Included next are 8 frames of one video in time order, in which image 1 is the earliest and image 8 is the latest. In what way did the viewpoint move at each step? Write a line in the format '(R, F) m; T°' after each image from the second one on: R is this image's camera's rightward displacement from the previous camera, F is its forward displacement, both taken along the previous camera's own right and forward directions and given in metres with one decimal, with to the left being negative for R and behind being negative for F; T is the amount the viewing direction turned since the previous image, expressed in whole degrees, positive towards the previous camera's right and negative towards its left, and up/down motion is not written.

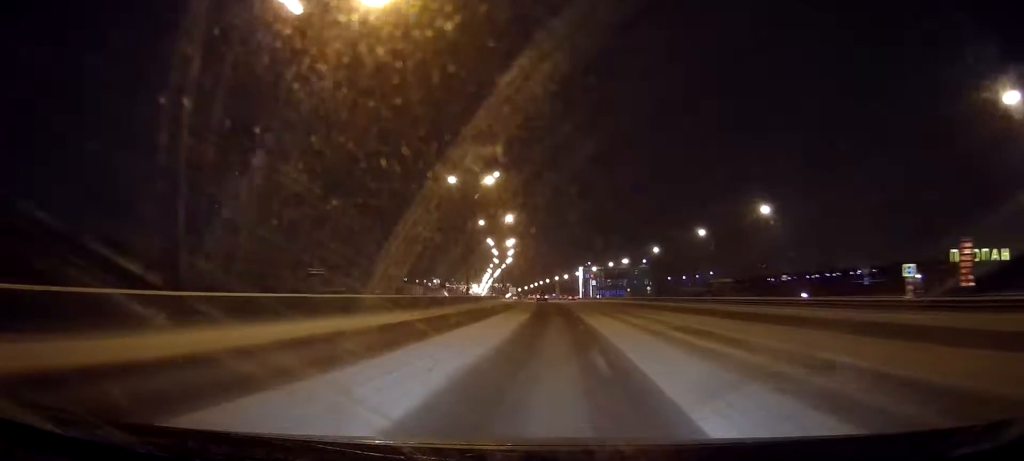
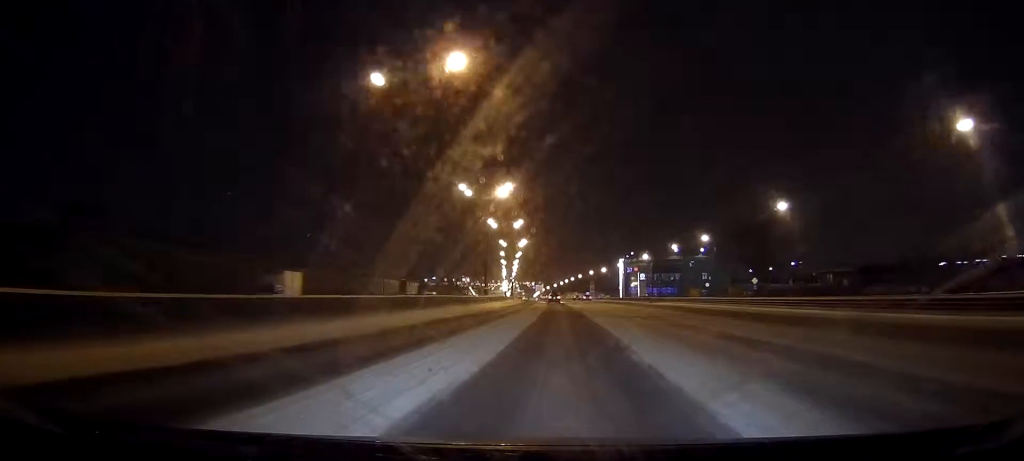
(-1.7, +71.9) m; -2°
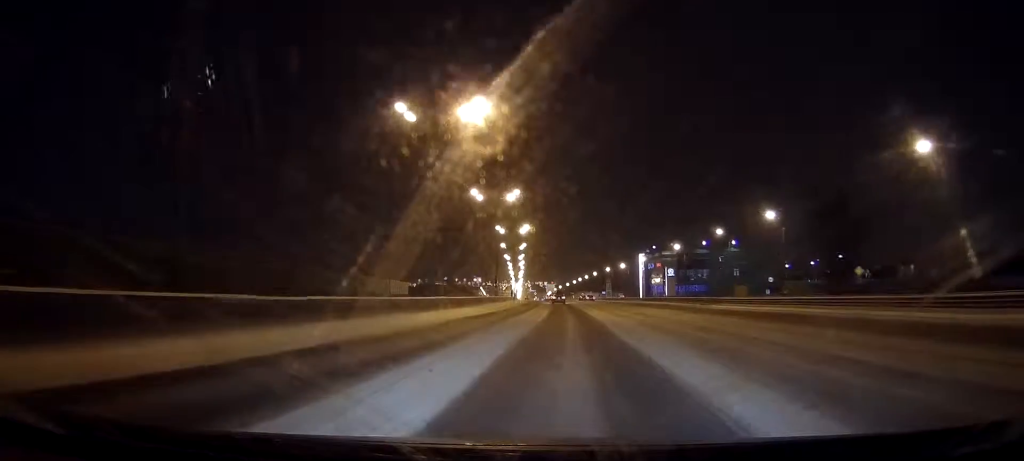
(-0.2, +32.4) m; -1°
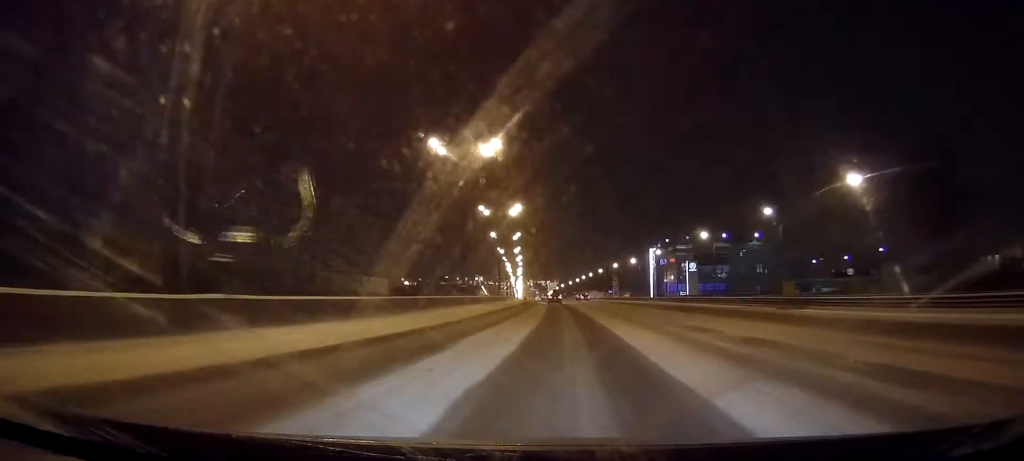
(-0.1, +26.2) m; 0°
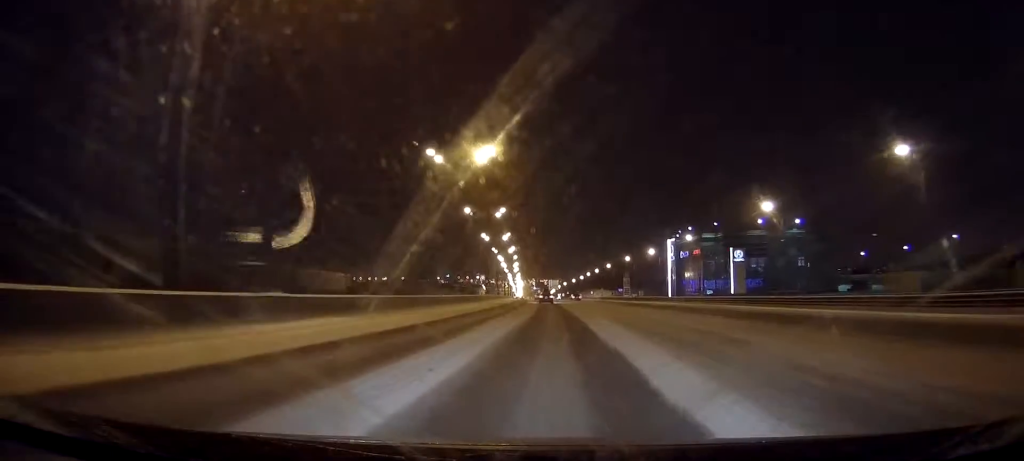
(0.0, +36.8) m; 0°
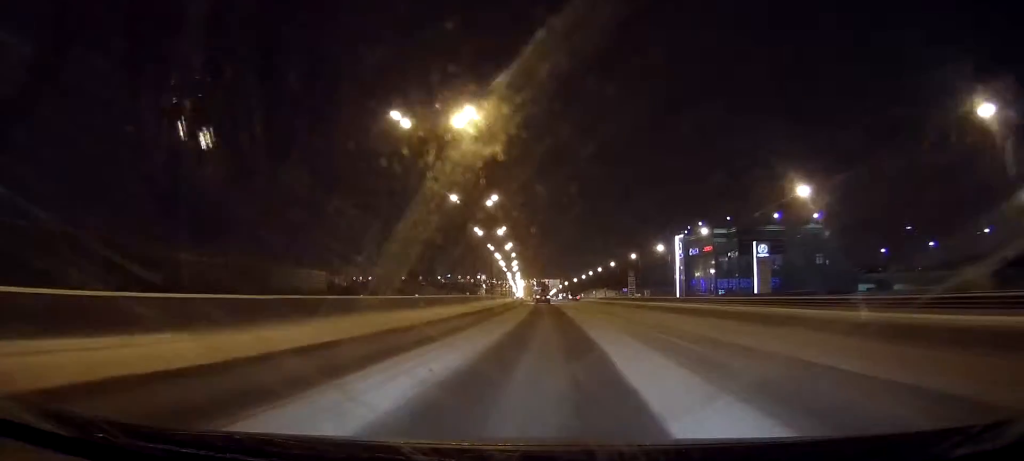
(0.0, +12.6) m; 0°
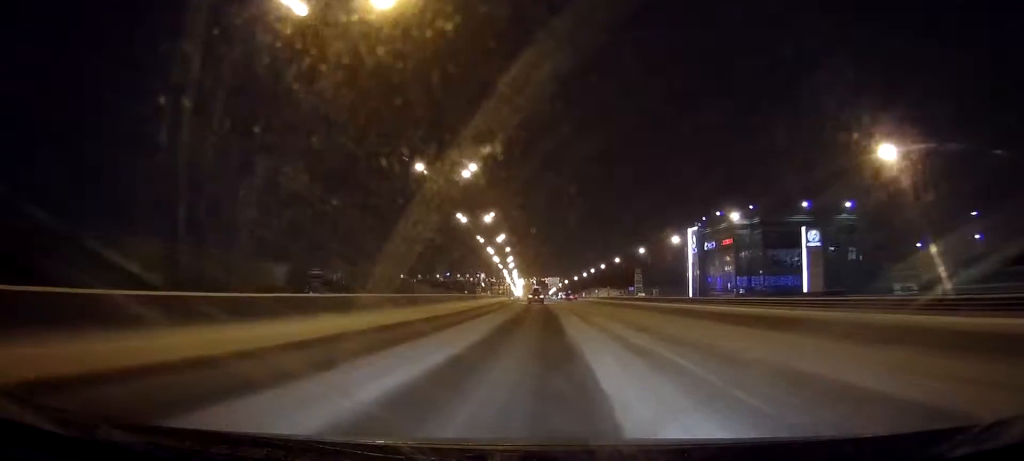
(0.0, +20.0) m; 0°
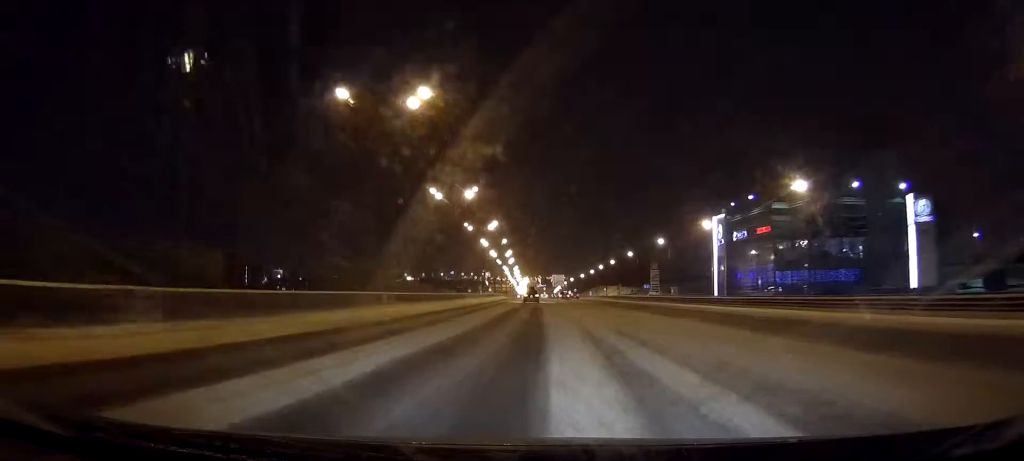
(-0.1, +24.2) m; 0°
